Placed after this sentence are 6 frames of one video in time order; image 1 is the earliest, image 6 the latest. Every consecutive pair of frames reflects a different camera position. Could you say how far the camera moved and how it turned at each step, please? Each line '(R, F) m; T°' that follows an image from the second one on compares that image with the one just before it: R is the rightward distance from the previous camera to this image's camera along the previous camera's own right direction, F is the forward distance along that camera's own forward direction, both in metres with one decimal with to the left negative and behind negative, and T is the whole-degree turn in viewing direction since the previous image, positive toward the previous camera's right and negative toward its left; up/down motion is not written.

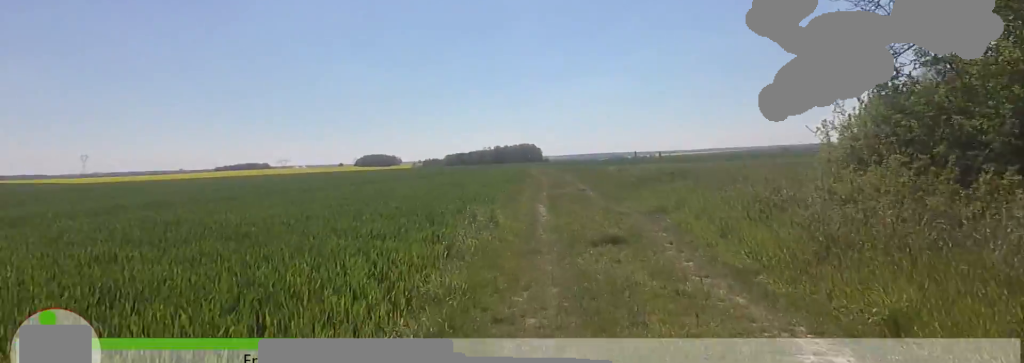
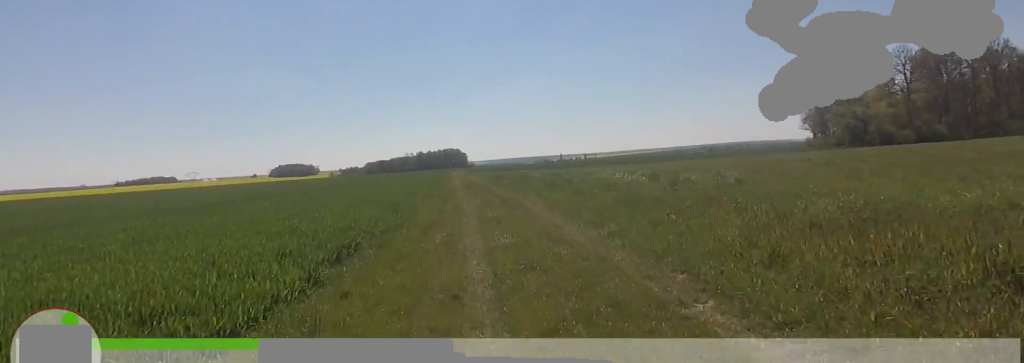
(+0.7, +23.1) m; 0°
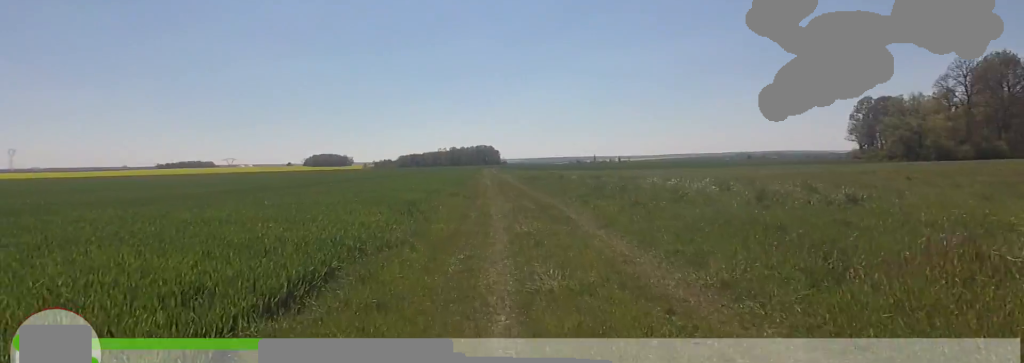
(0.0, +2.7) m; 0°
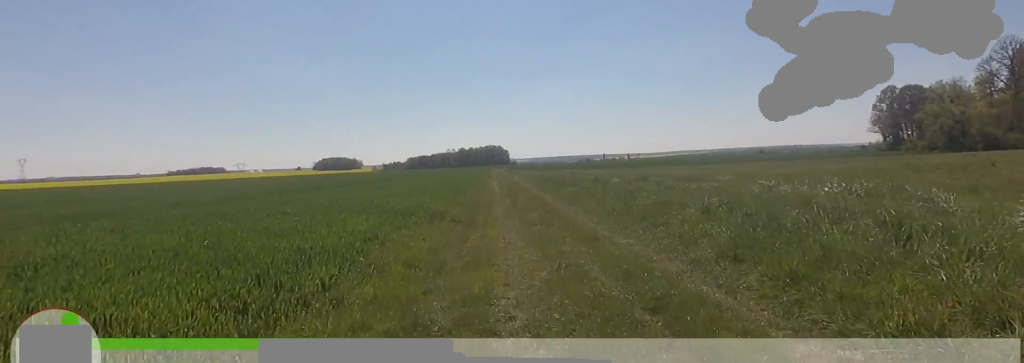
(0.0, +9.3) m; +4°
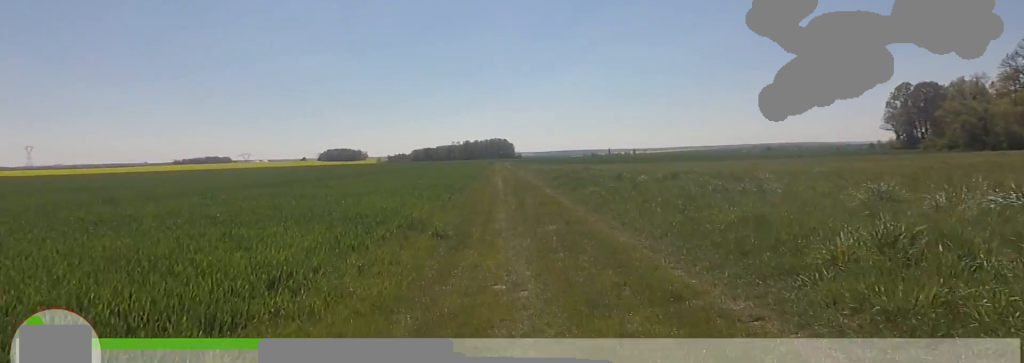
(-0.1, +3.8) m; +4°
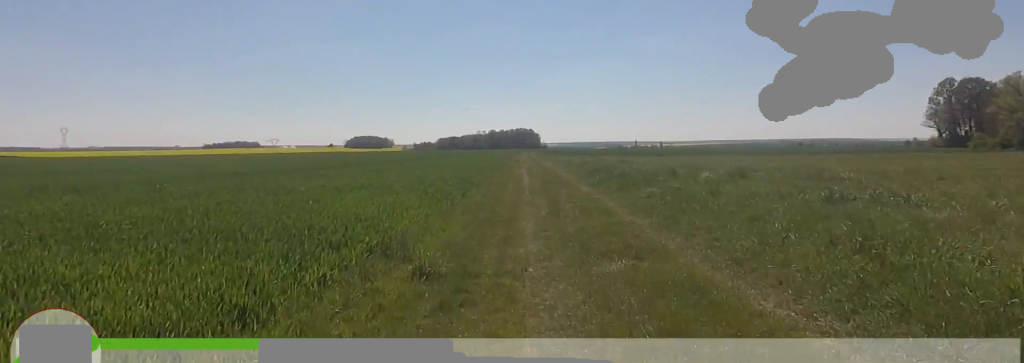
(+0.5, +3.7) m; 0°
